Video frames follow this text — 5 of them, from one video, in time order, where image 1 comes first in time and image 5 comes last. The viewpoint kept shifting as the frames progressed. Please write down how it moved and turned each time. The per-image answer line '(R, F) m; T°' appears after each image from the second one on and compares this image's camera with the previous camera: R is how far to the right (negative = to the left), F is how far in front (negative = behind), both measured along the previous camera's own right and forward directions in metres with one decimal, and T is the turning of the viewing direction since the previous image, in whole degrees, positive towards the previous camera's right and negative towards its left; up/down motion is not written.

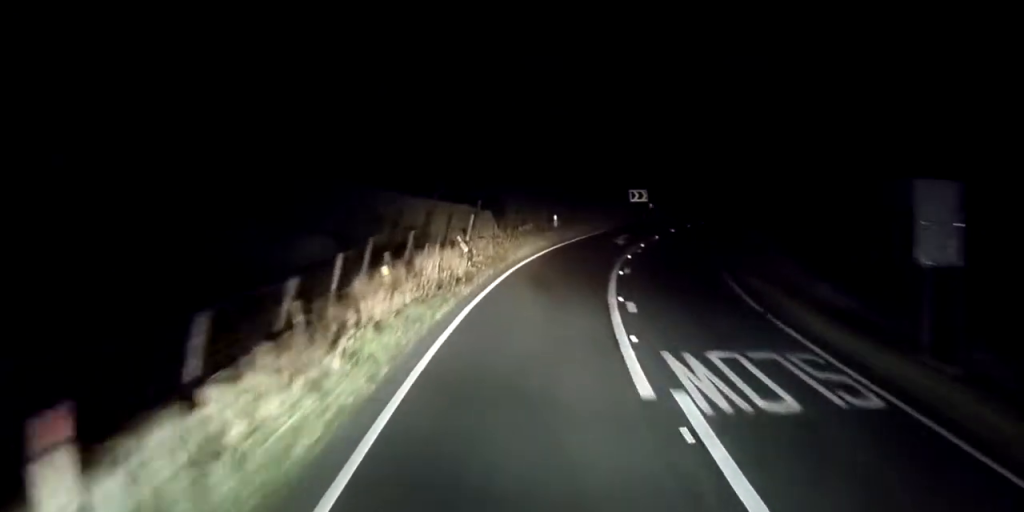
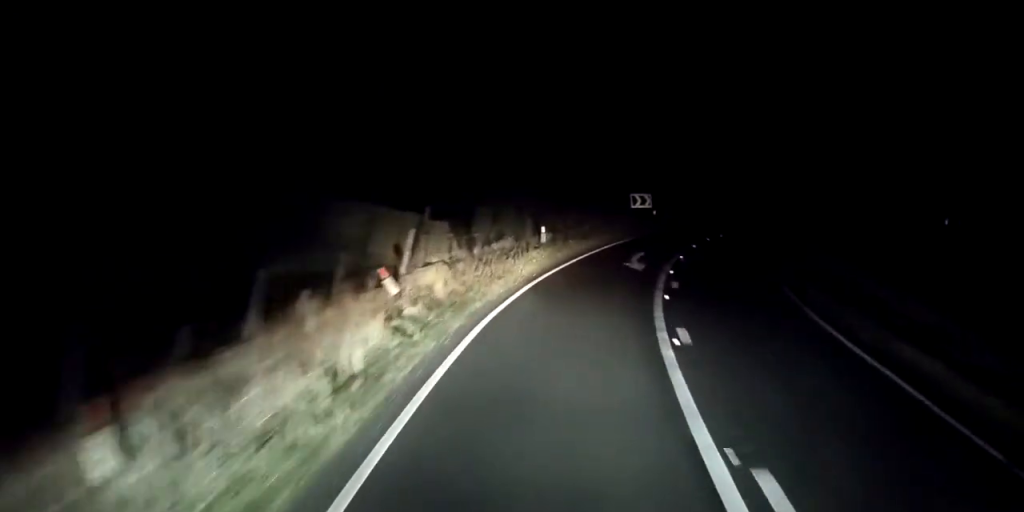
(+0.7, +8.6) m; +6°
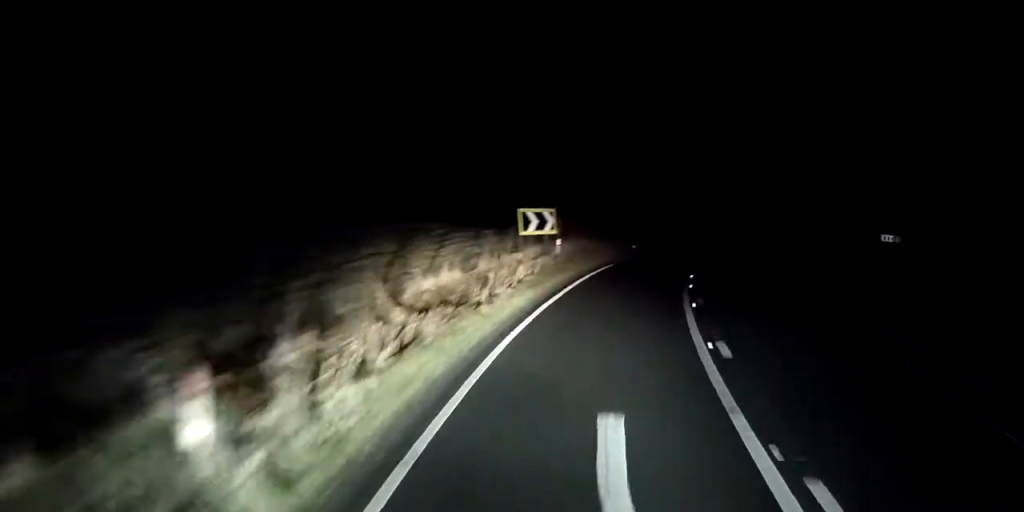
(+1.7, +17.7) m; +6°
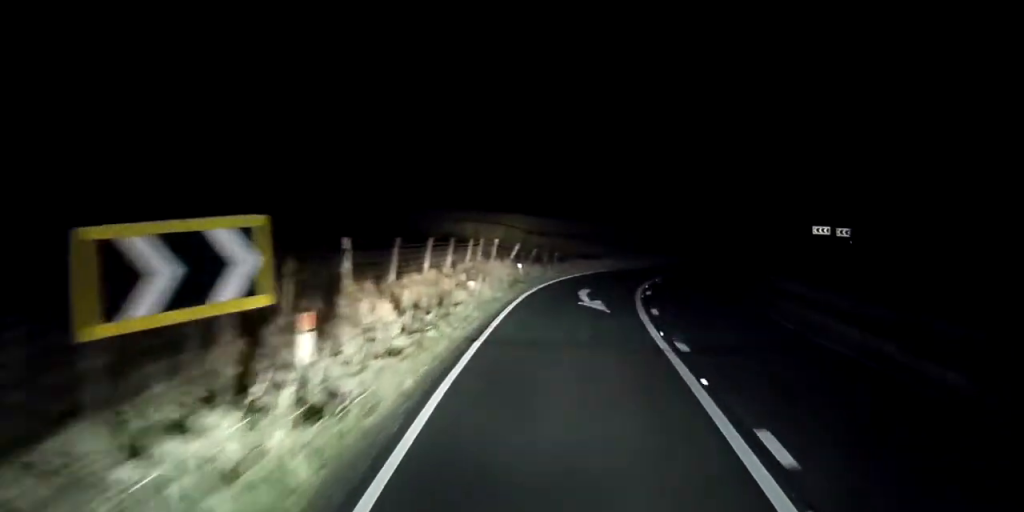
(0.0, +16.4) m; +2°
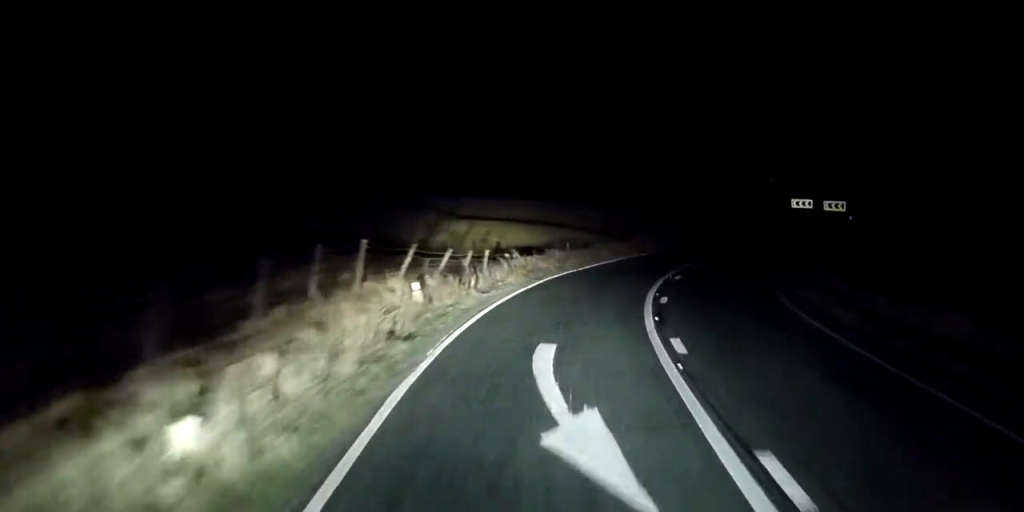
(+0.3, +12.2) m; +11°
